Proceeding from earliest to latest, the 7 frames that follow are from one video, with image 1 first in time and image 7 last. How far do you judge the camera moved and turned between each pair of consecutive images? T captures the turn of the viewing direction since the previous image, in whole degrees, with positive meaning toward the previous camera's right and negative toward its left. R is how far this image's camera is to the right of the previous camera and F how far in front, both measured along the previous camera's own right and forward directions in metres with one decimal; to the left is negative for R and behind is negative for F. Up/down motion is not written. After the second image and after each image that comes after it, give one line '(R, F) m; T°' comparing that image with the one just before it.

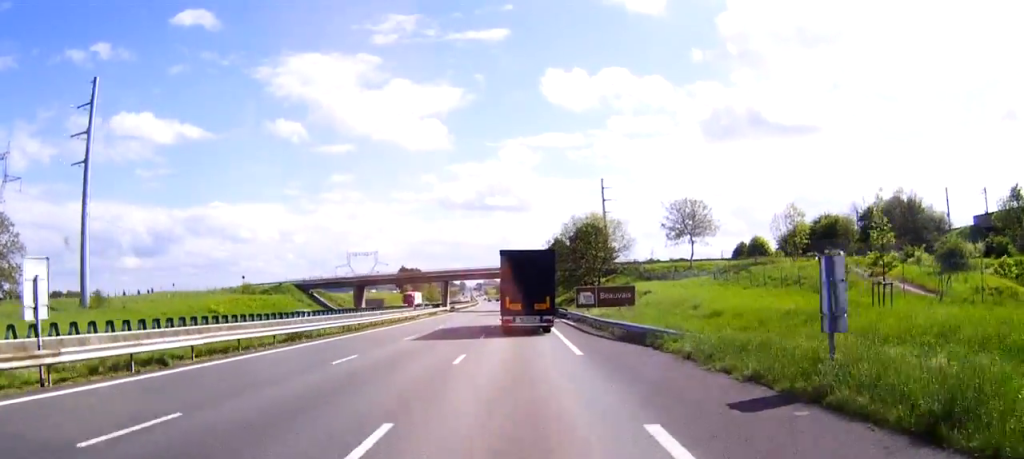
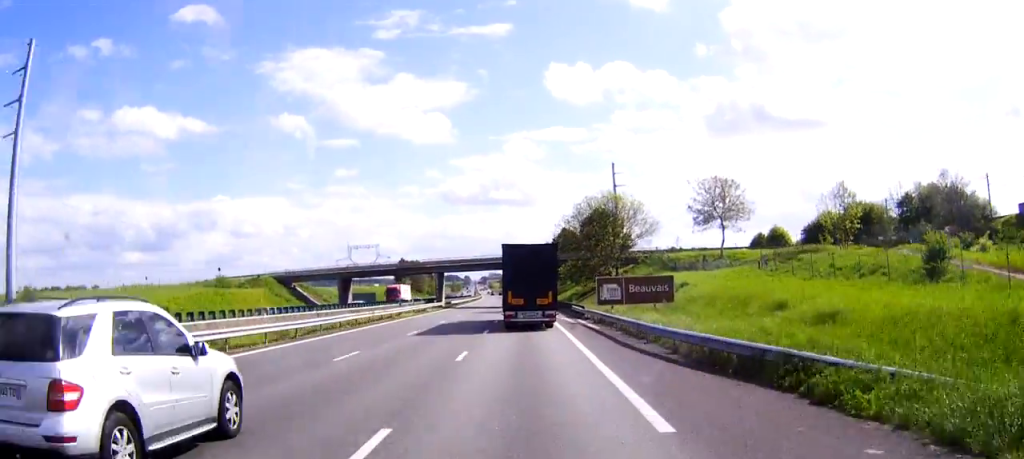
(0.0, +13.7) m; 0°
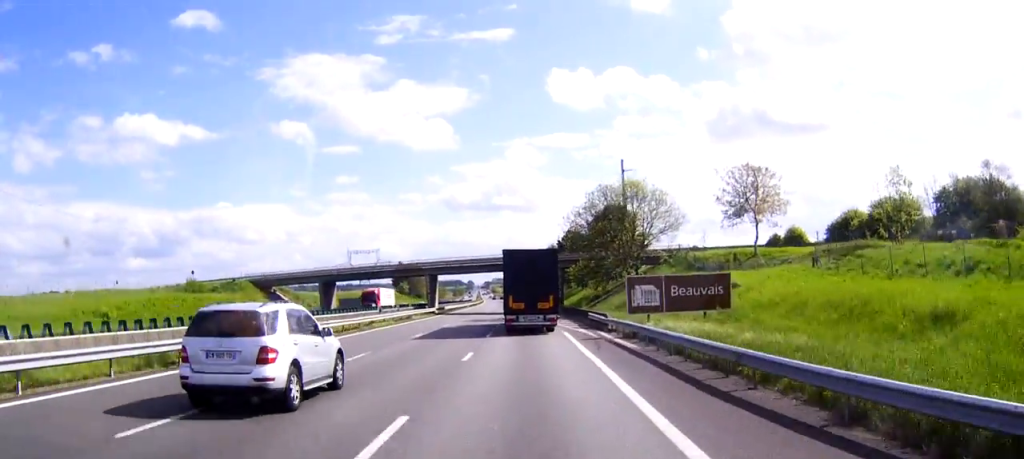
(0.0, +12.0) m; 0°
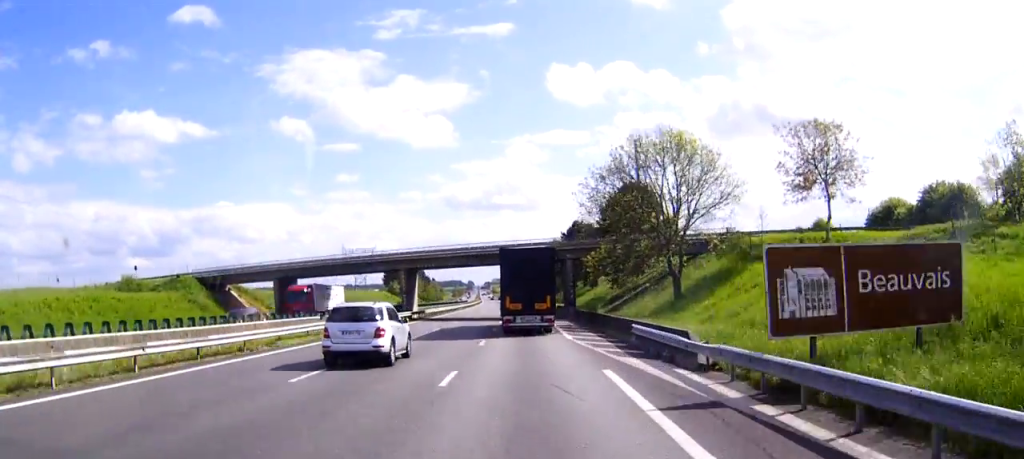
(0.0, +18.9) m; 0°
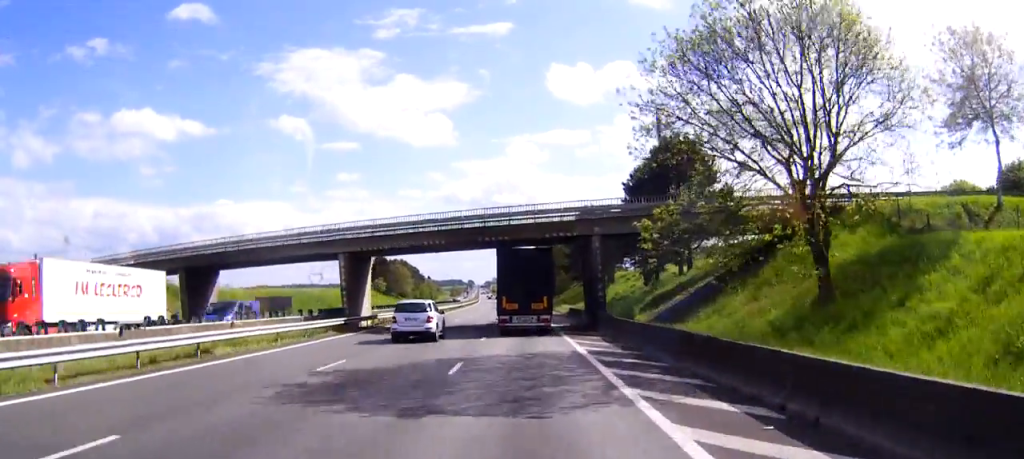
(-0.1, +24.0) m; 0°
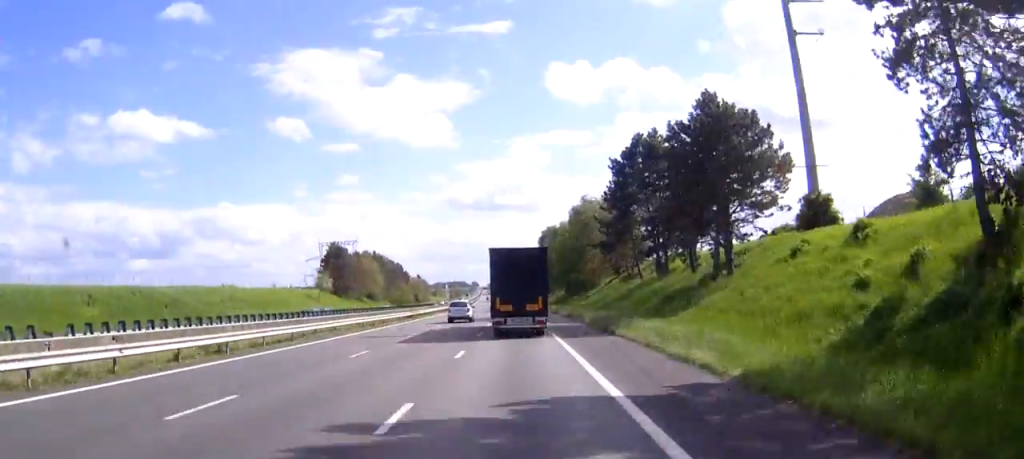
(+0.4, +61.3) m; 0°
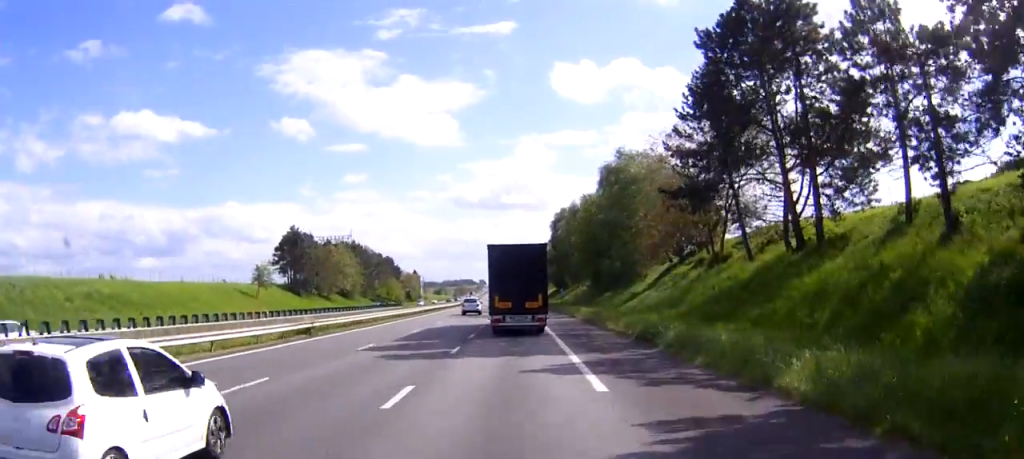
(-0.3, +37.6) m; -1°
